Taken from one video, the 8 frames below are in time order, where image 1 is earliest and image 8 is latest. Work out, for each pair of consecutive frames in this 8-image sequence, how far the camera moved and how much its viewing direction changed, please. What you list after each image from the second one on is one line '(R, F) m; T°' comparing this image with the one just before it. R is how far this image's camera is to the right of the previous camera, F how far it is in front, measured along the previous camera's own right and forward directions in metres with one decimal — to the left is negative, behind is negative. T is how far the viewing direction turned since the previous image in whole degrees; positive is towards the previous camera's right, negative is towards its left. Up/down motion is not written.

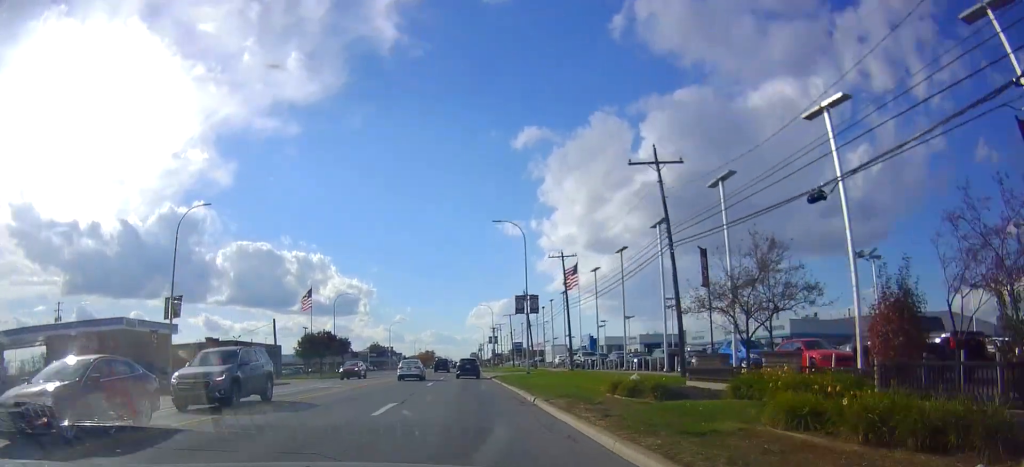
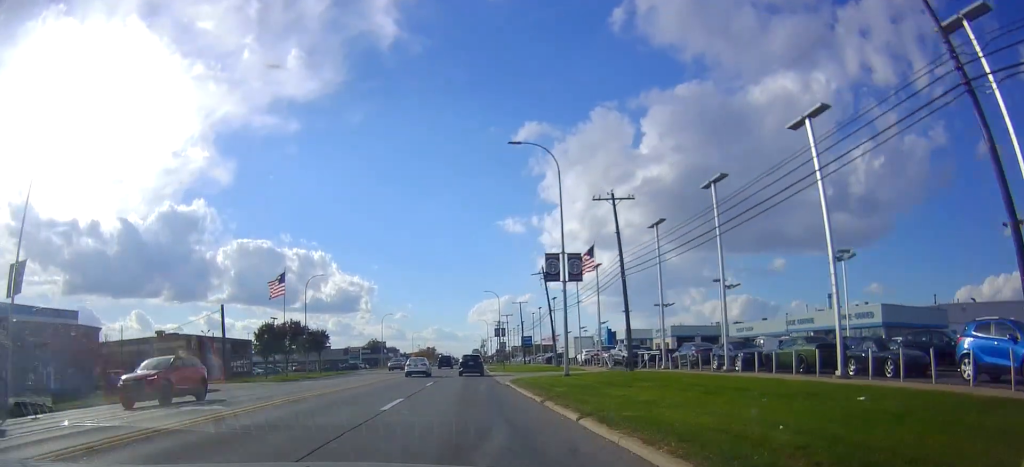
(0.0, +16.4) m; 0°
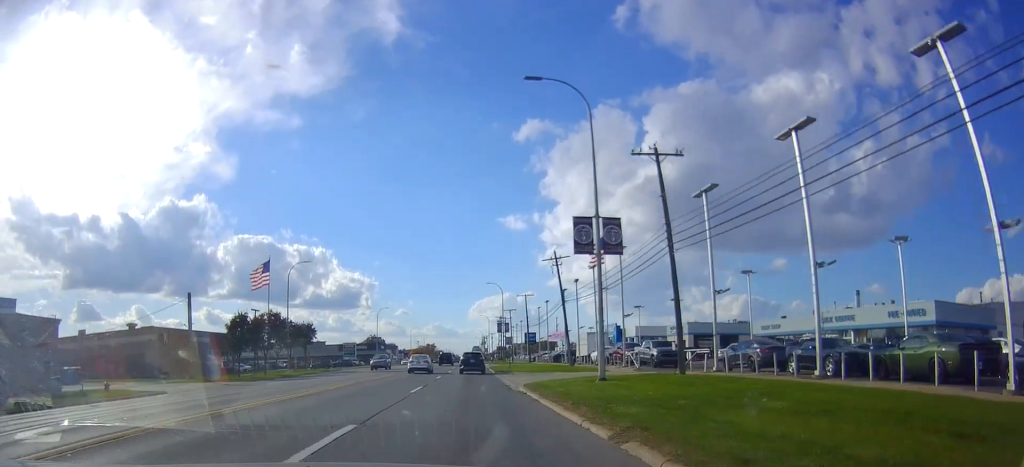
(0.0, +7.4) m; 0°
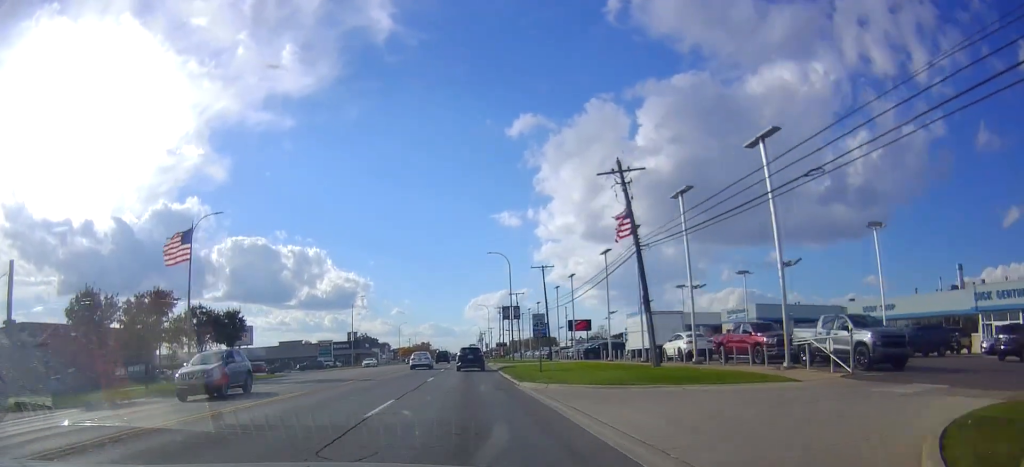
(0.0, +23.3) m; 0°
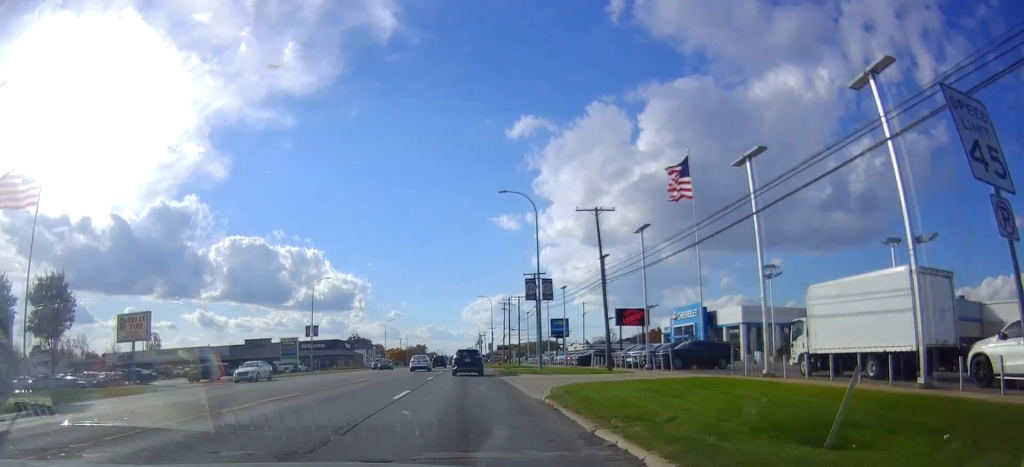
(0.0, +26.1) m; 0°
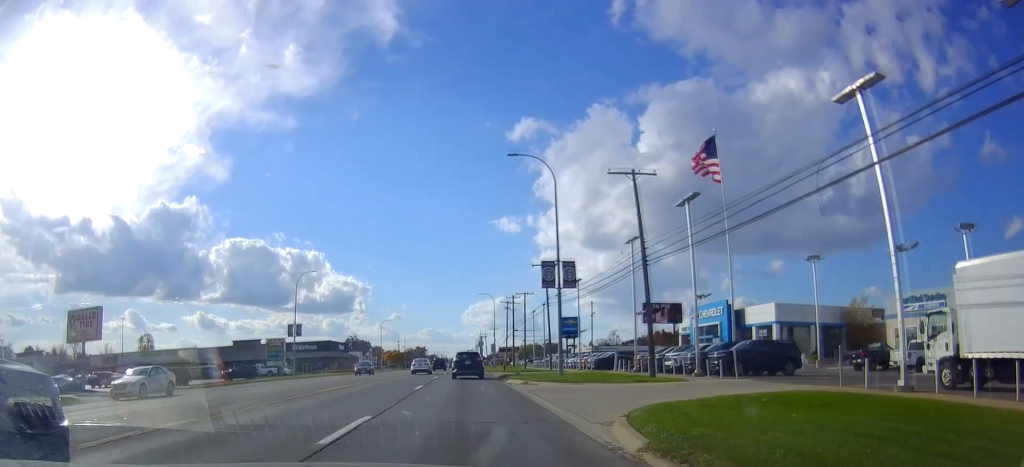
(0.0, +8.4) m; 0°
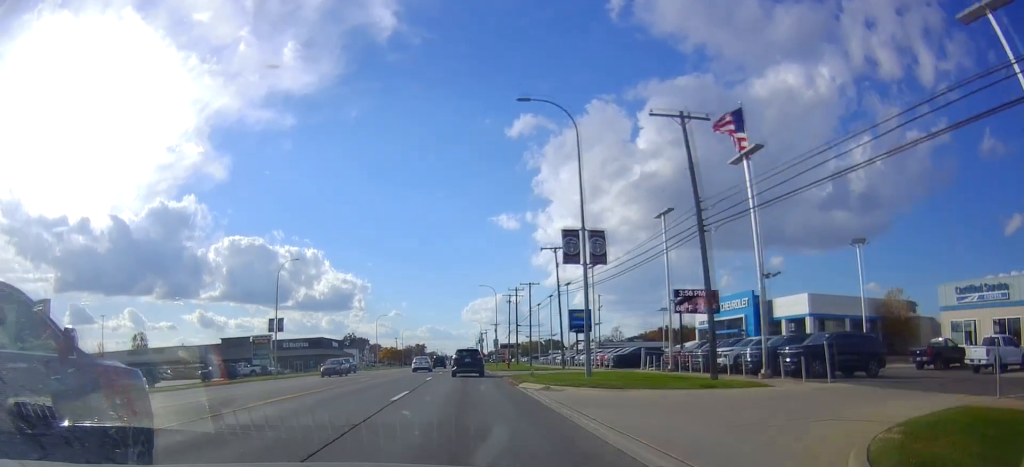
(0.0, +7.2) m; 0°
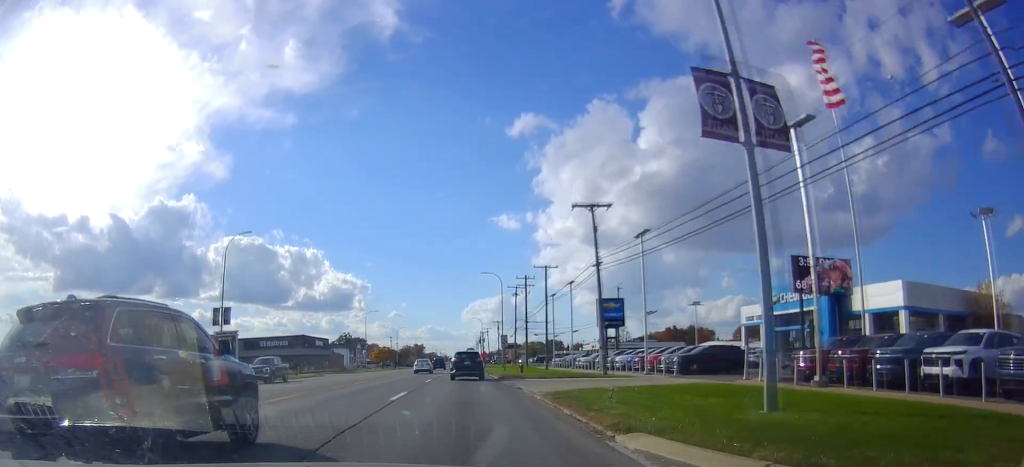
(0.0, +15.4) m; 0°
